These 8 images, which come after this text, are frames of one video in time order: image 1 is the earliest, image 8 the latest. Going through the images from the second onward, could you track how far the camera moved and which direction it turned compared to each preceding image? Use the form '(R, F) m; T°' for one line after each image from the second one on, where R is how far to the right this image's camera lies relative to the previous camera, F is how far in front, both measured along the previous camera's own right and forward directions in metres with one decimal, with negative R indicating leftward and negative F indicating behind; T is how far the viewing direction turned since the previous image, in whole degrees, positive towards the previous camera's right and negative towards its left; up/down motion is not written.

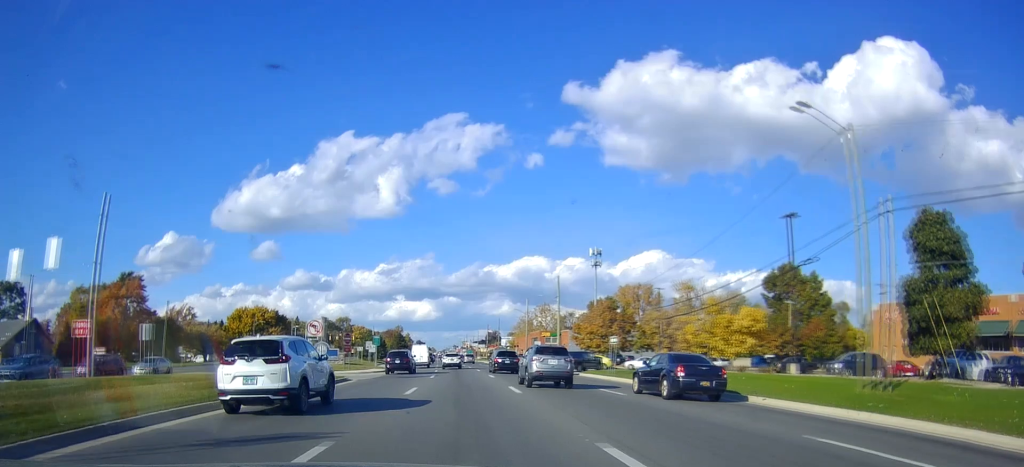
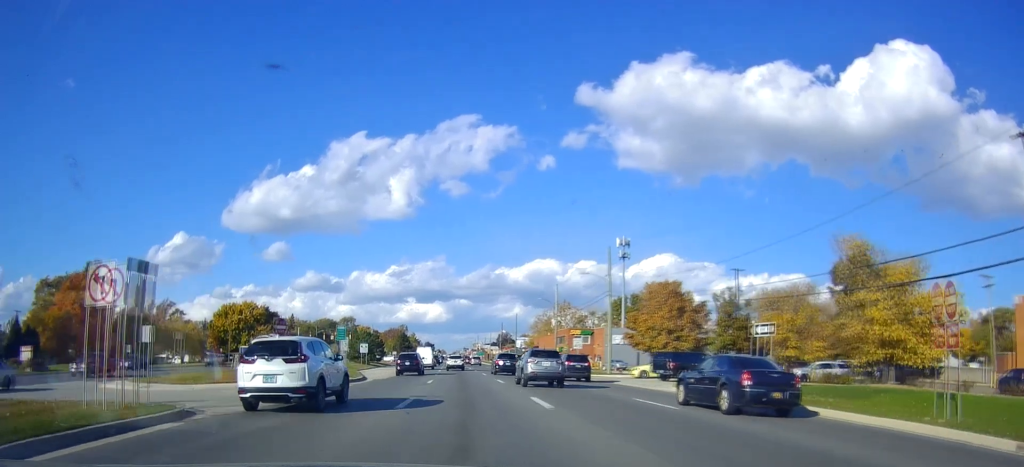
(0.0, +20.0) m; +1°
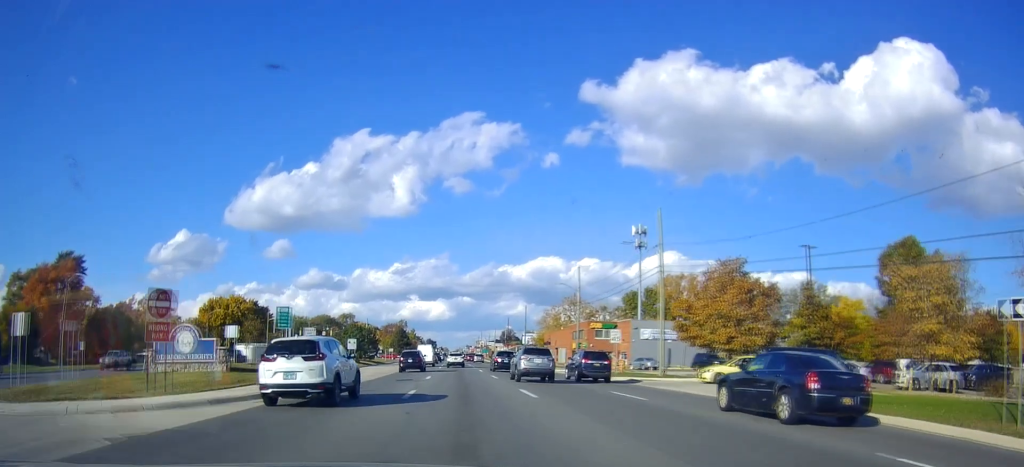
(+0.3, +12.6) m; -1°
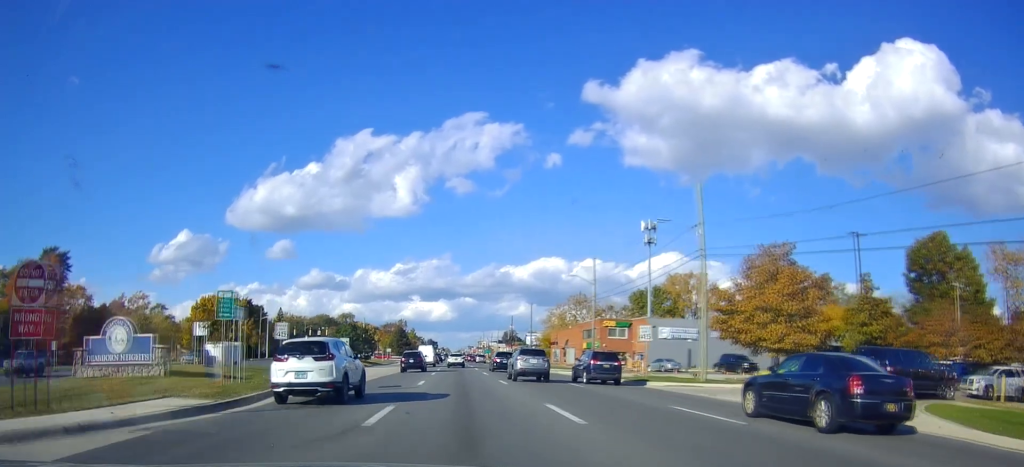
(+0.1, +6.6) m; -1°
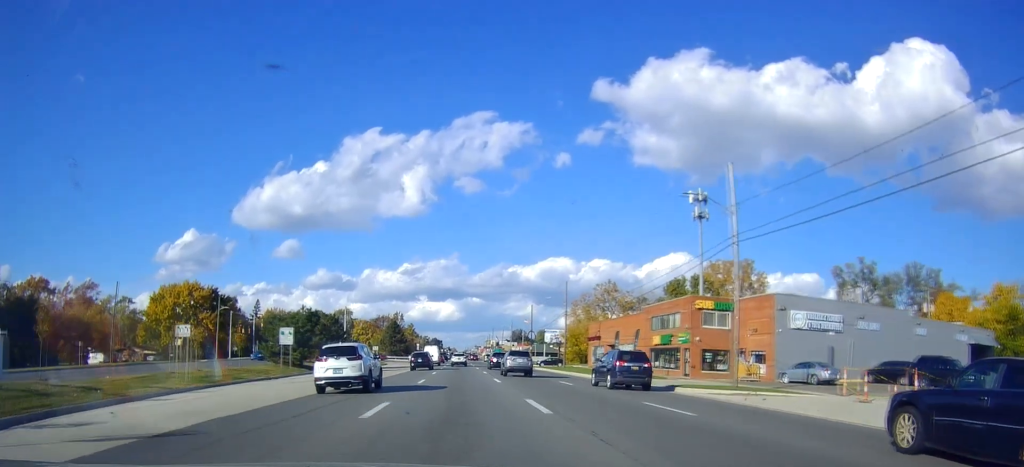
(-0.6, +29.2) m; 0°
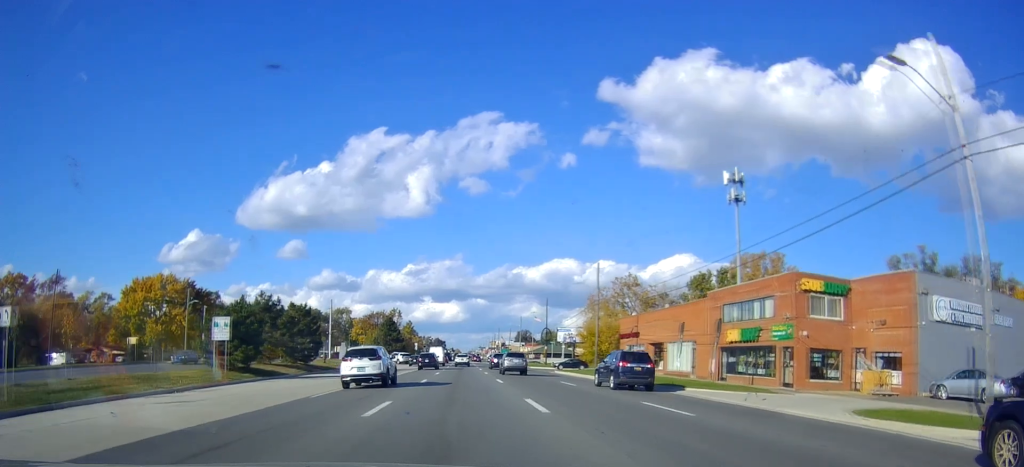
(0.0, +15.8) m; 0°
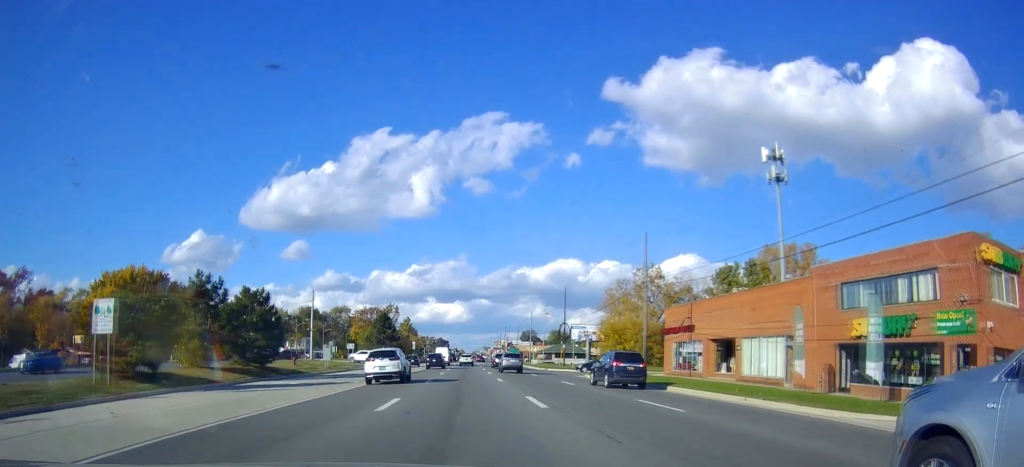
(0.0, +14.5) m; -1°
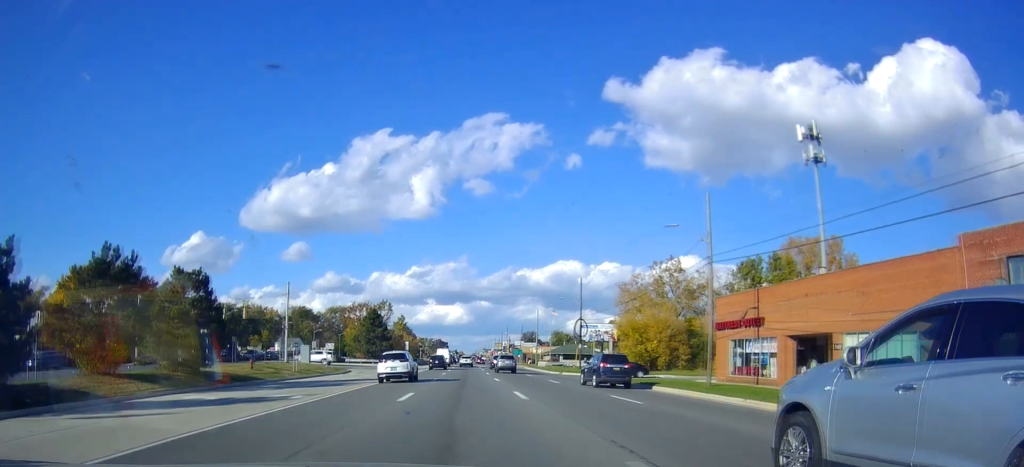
(+0.1, +11.9) m; -3°
